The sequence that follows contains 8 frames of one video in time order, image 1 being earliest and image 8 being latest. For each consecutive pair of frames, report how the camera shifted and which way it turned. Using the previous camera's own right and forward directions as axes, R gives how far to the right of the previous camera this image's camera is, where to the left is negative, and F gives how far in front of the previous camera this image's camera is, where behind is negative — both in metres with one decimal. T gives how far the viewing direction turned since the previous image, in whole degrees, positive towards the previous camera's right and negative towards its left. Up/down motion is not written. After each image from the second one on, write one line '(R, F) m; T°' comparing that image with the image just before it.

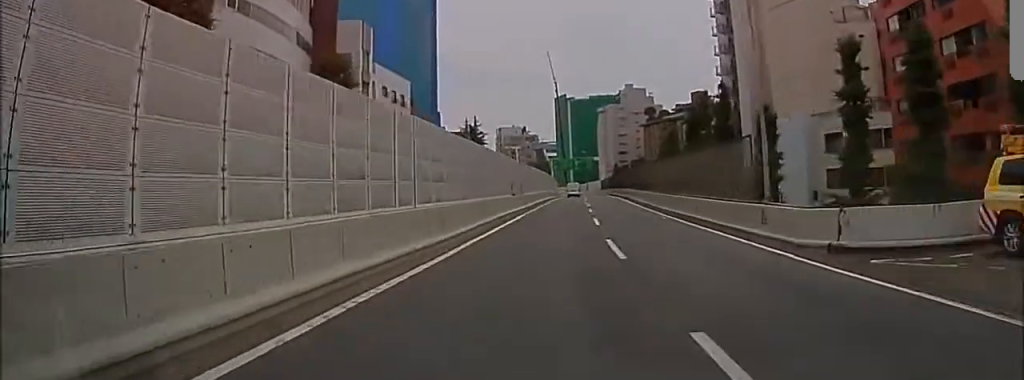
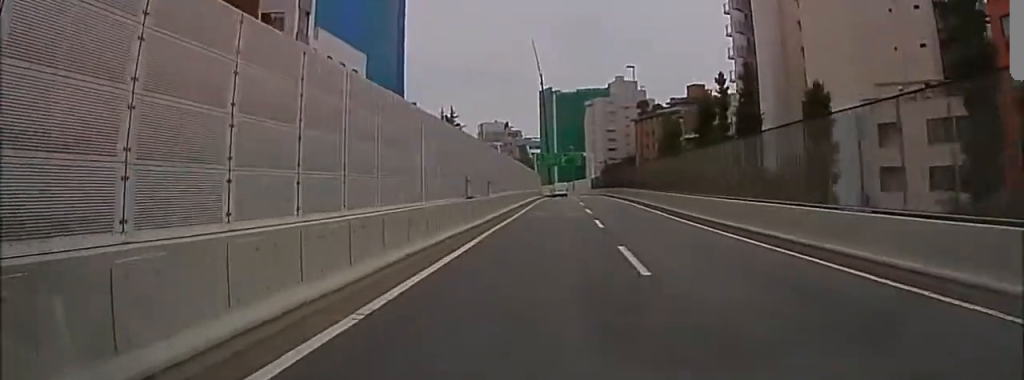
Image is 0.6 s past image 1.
(+4.4, +12.5) m; 0°
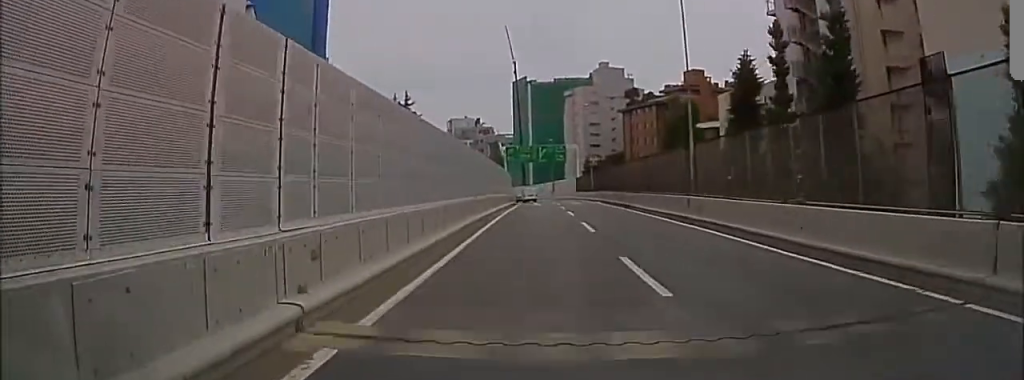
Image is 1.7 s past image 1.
(-2.0, +21.3) m; -5°
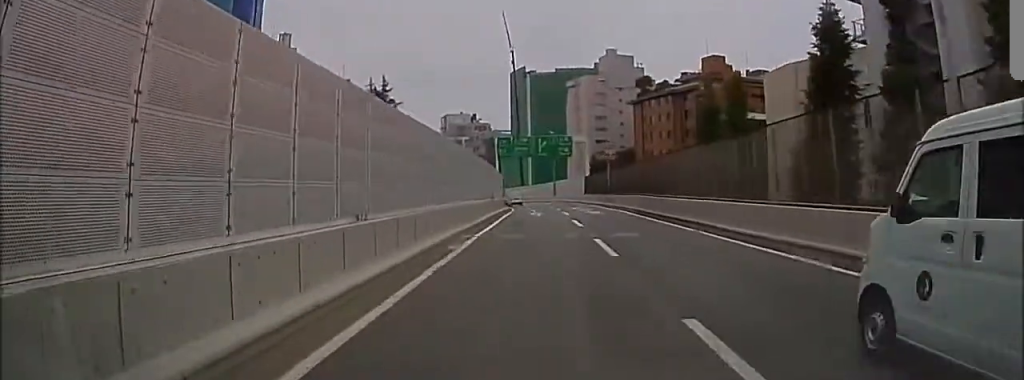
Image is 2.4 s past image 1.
(-0.4, +16.7) m; 0°
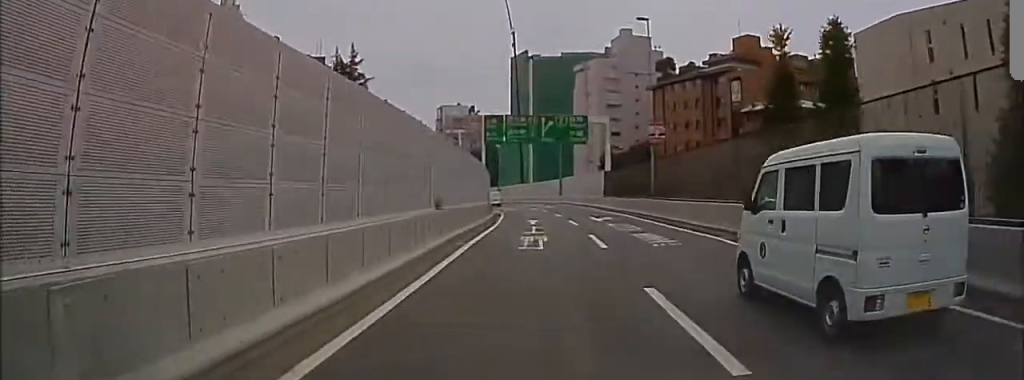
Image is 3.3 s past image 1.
(+1.5, +18.4) m; +1°
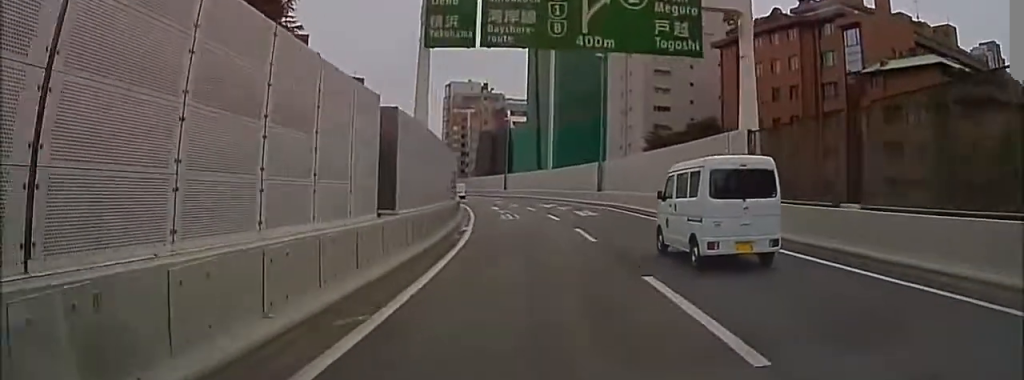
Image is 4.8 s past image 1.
(-3.9, +29.1) m; +1°
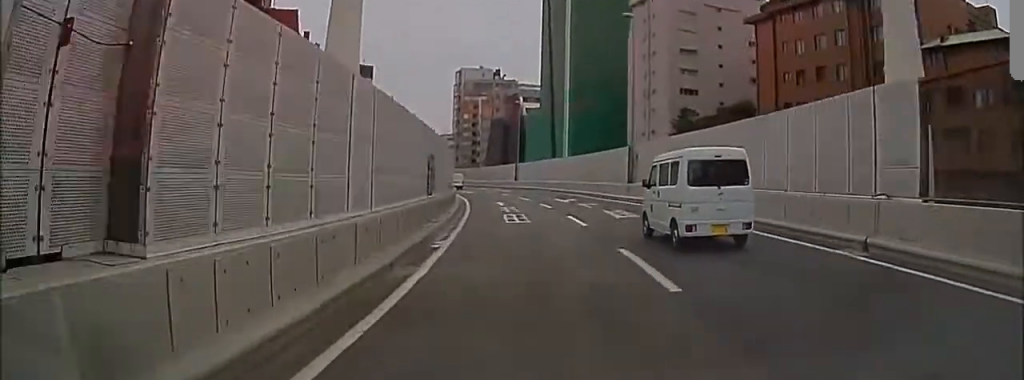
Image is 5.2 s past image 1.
(0.0, +7.6) m; +2°
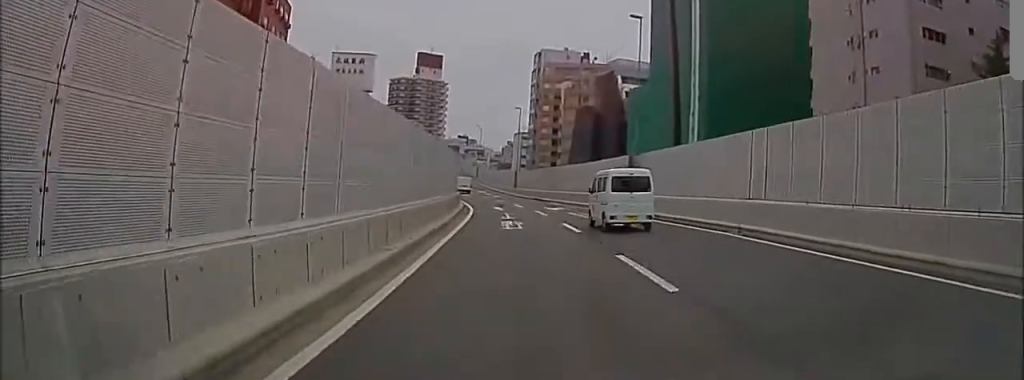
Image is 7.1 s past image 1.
(-3.1, +36.7) m; -17°
